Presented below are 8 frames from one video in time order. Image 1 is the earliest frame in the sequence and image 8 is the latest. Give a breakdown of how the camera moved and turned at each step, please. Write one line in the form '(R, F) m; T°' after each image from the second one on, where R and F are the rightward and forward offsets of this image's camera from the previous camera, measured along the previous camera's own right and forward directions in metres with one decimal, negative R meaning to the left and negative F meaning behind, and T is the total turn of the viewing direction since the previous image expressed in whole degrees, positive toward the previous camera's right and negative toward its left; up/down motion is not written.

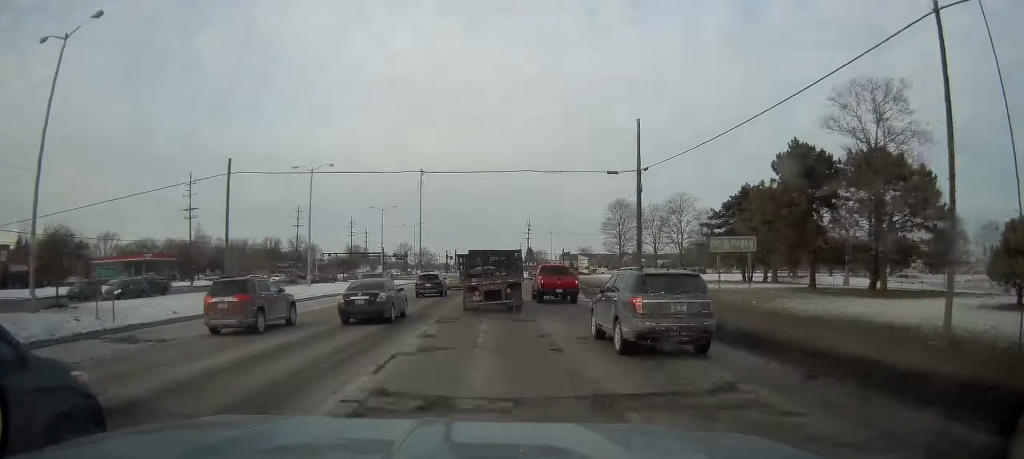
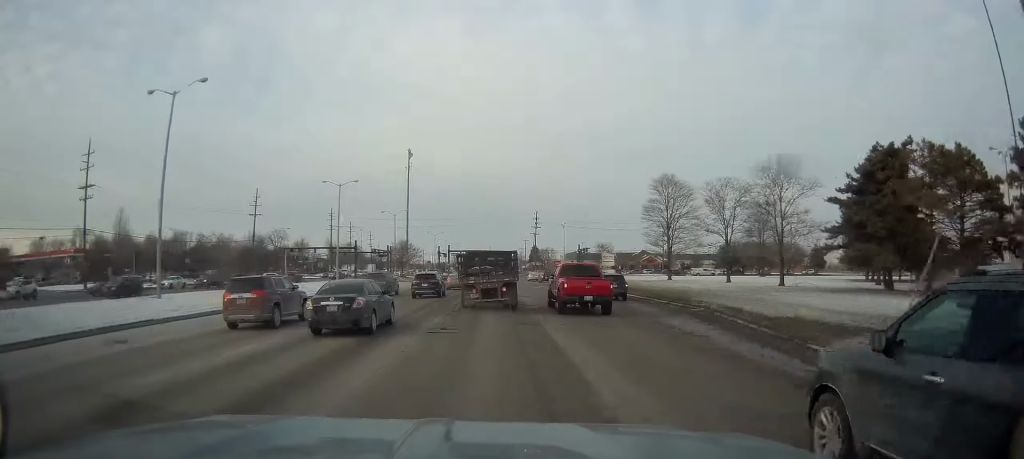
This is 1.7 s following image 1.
(-0.4, +32.5) m; -1°
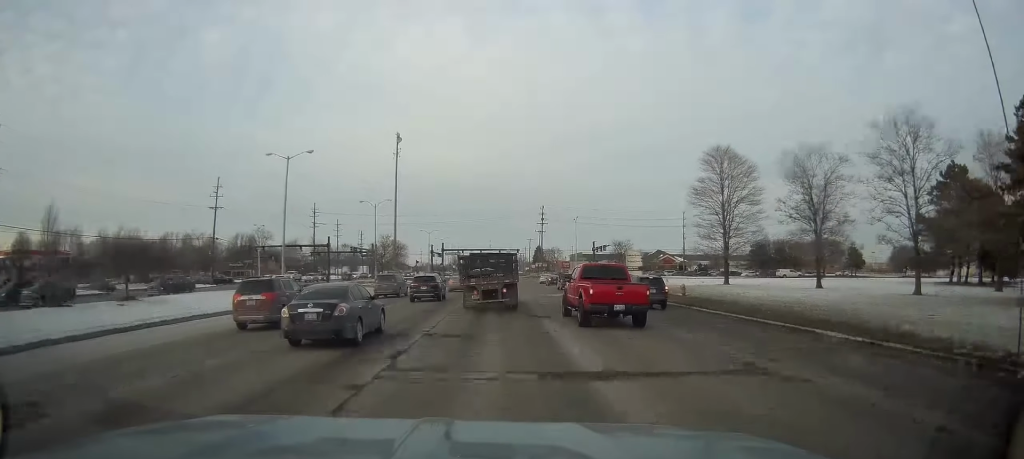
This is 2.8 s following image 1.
(0.0, +22.0) m; +1°
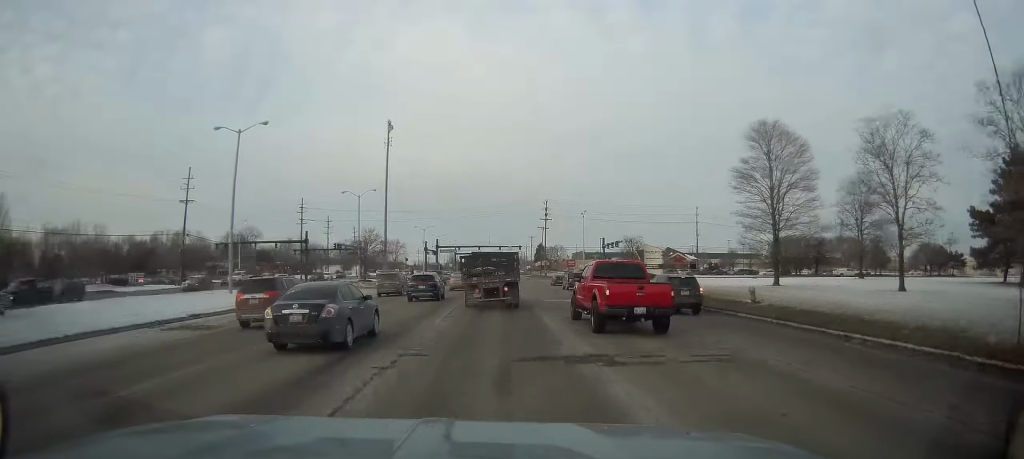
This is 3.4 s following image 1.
(+0.4, +12.3) m; 0°
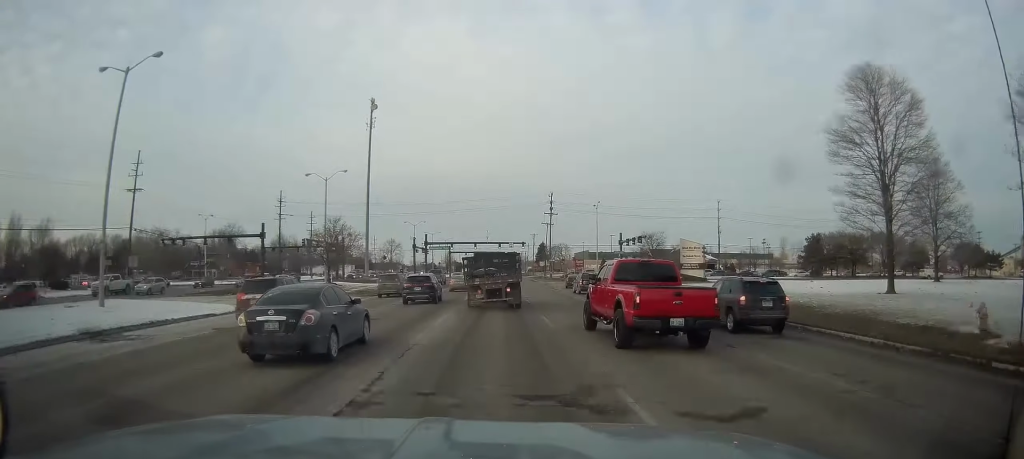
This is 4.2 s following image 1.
(-0.4, +16.9) m; -1°
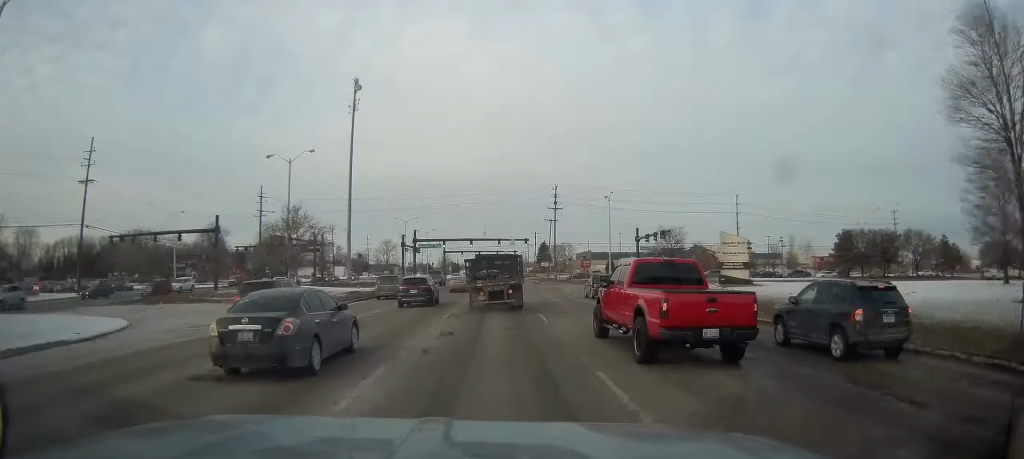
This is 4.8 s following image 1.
(-0.1, +12.1) m; 0°
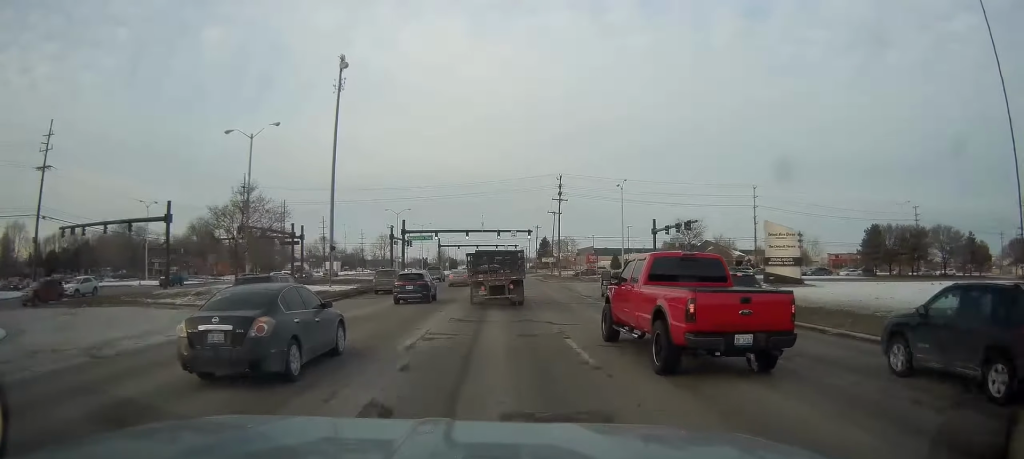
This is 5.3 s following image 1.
(-0.1, +9.5) m; +1°
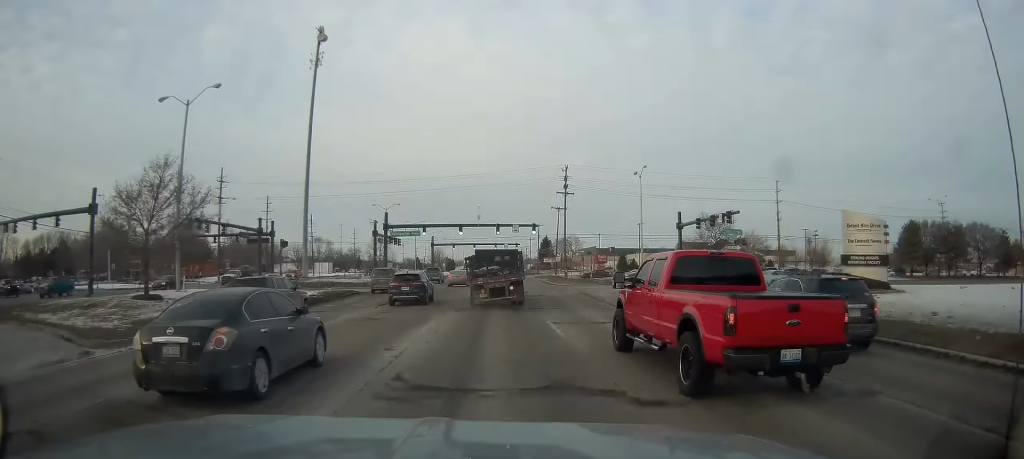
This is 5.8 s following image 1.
(+0.2, +10.9) m; 0°
